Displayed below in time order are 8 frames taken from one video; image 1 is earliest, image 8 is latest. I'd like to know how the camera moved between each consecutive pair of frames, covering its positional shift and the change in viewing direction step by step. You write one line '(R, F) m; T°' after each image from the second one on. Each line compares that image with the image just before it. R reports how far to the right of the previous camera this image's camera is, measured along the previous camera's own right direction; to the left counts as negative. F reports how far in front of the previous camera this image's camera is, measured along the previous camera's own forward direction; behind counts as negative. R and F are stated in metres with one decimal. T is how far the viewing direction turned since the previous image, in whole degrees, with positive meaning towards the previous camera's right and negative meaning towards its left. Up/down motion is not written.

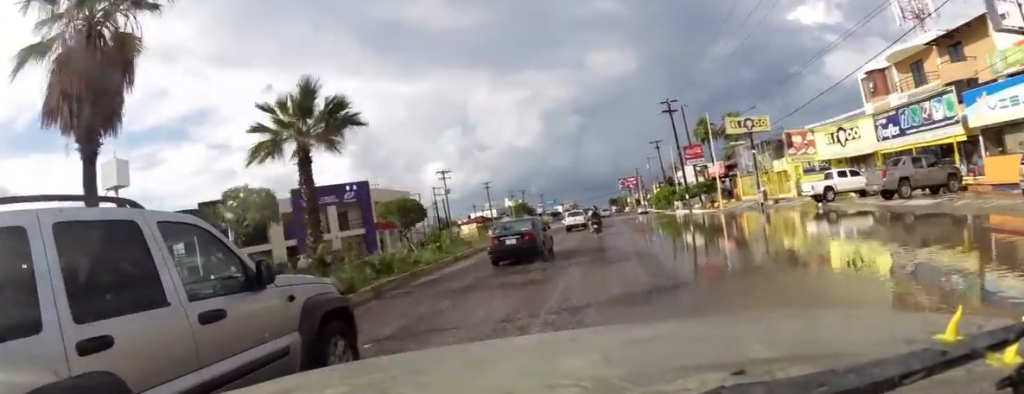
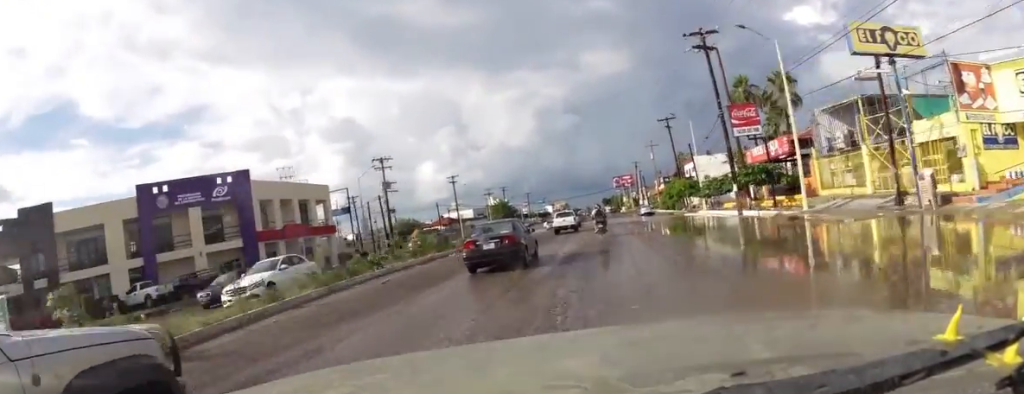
(-0.3, +20.0) m; -1°
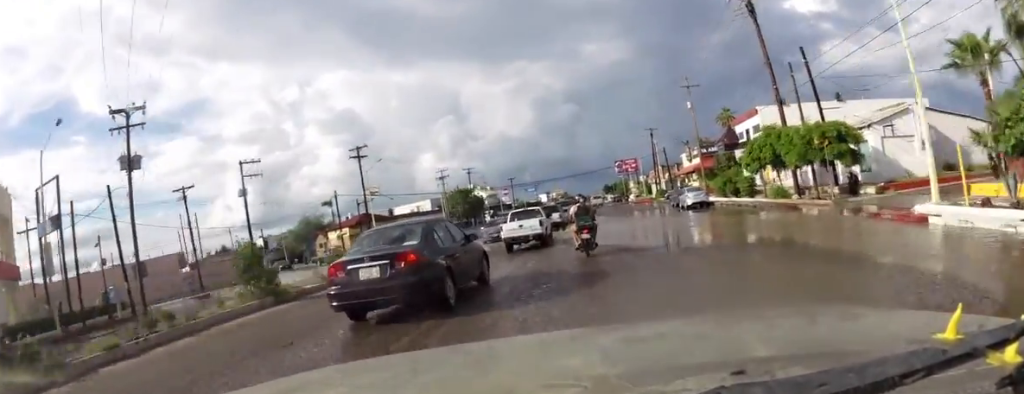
(-0.1, +31.5) m; 0°
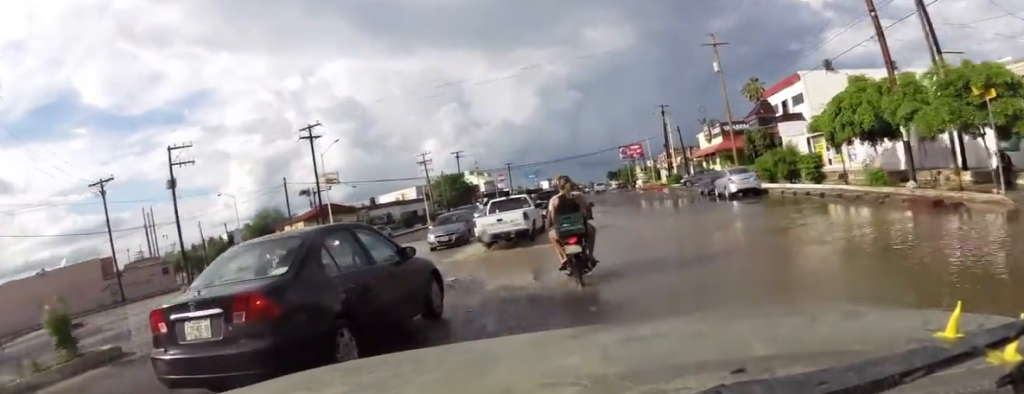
(+0.1, +9.9) m; 0°
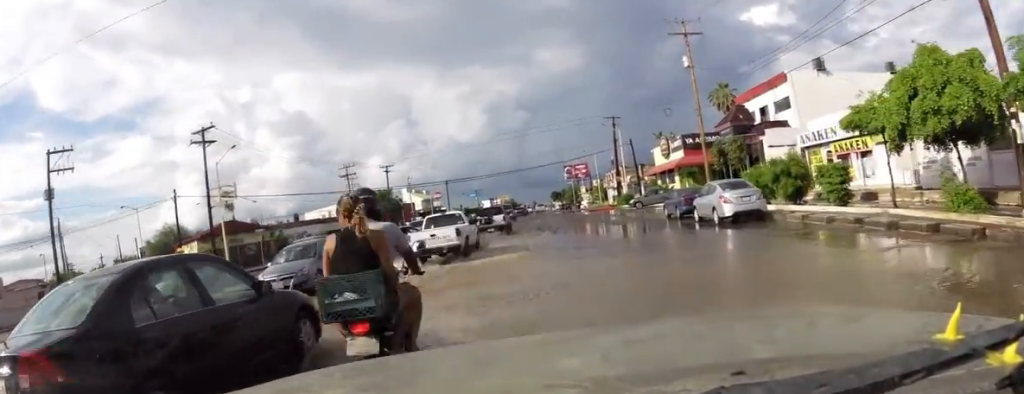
(+0.1, +12.2) m; 0°
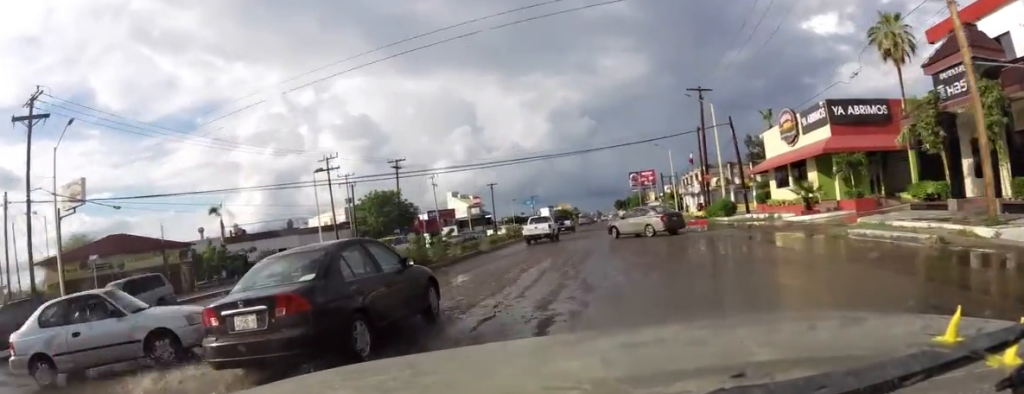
(-0.2, +36.3) m; -1°
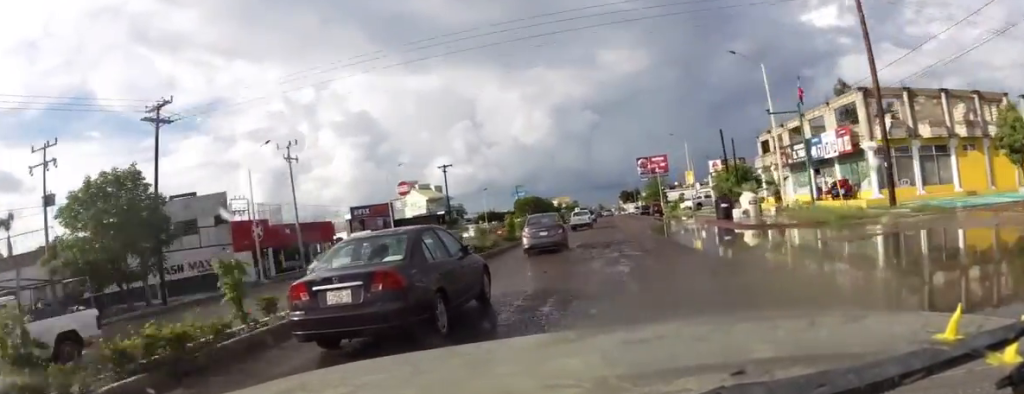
(-0.2, +44.6) m; -1°
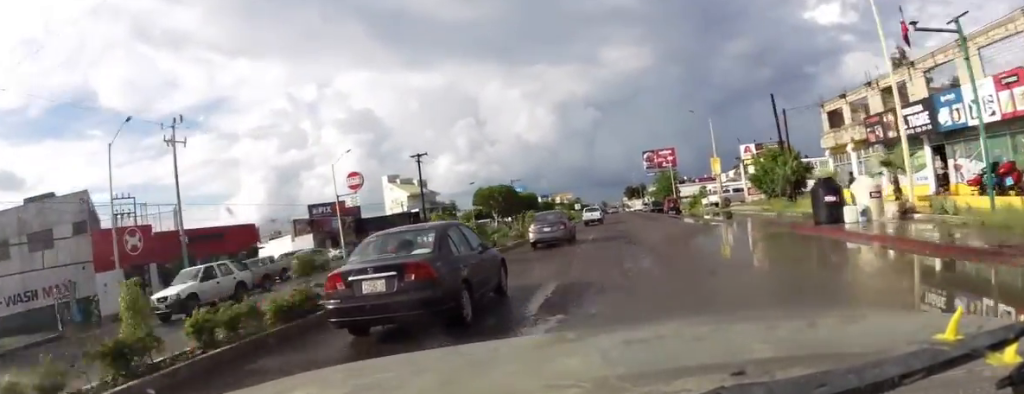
(0.0, +14.6) m; 0°
